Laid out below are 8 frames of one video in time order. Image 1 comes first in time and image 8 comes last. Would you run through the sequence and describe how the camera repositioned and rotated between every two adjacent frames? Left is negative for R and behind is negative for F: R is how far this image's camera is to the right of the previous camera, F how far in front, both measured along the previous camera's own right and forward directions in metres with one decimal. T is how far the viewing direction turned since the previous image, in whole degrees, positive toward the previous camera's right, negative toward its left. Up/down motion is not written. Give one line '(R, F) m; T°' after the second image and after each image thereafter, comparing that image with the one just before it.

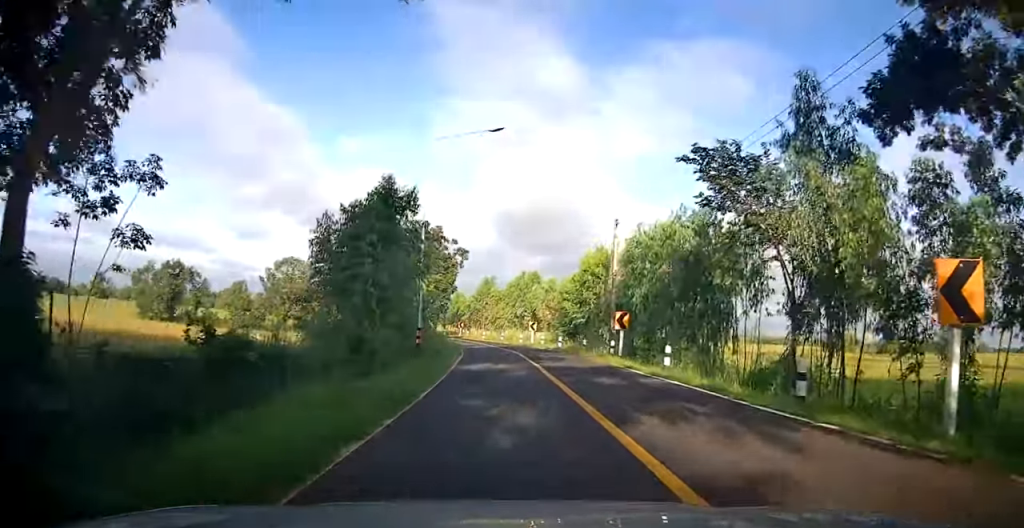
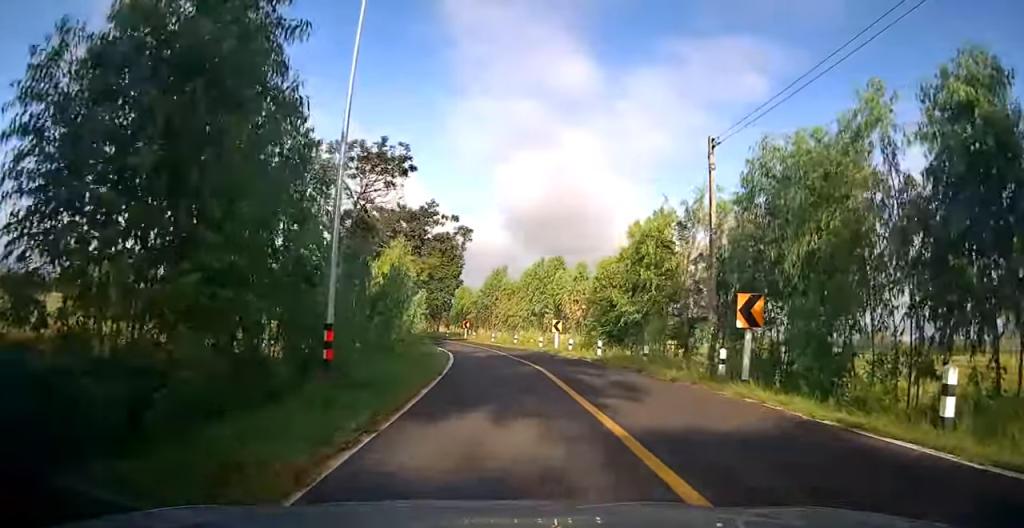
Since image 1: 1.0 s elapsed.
(-0.2, +12.3) m; -1°
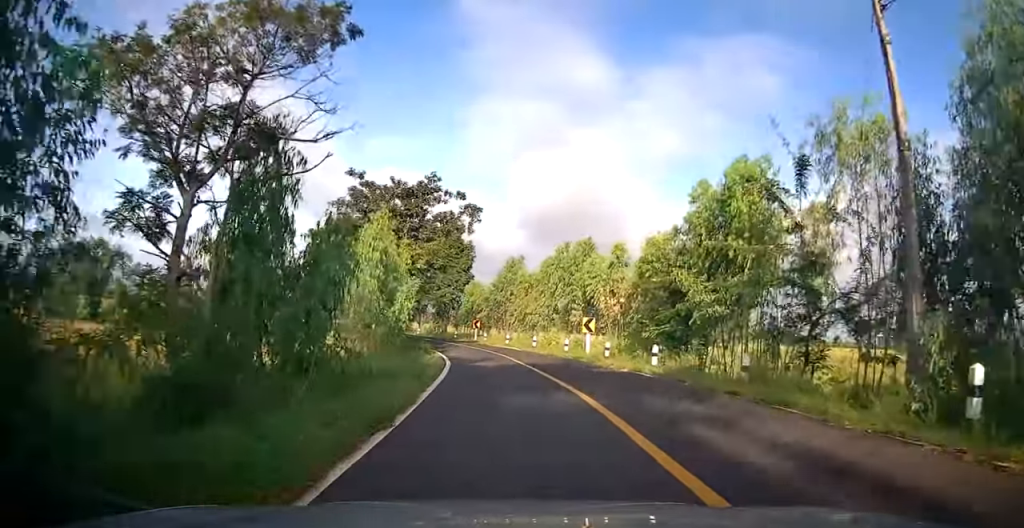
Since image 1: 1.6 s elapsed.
(0.0, +8.0) m; 0°
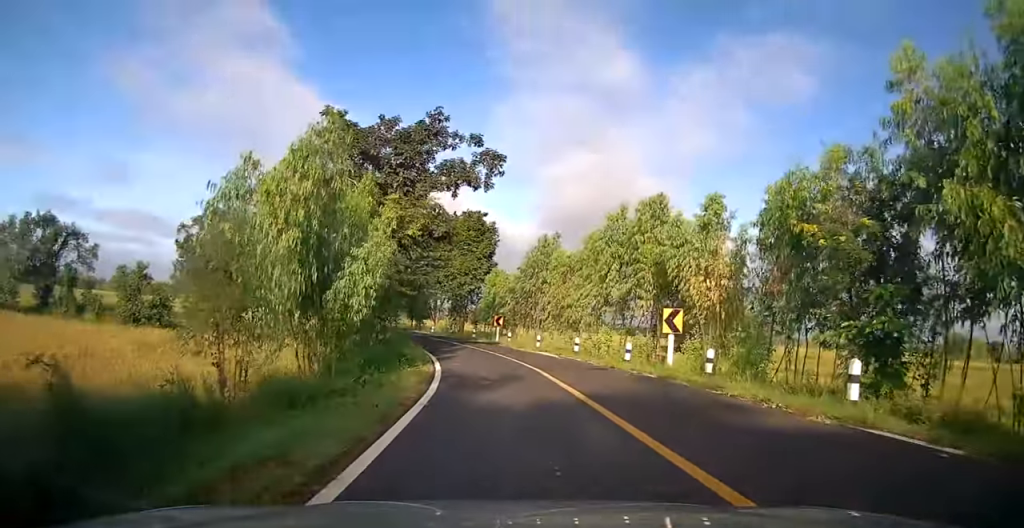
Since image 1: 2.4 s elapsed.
(0.0, +10.8) m; -2°
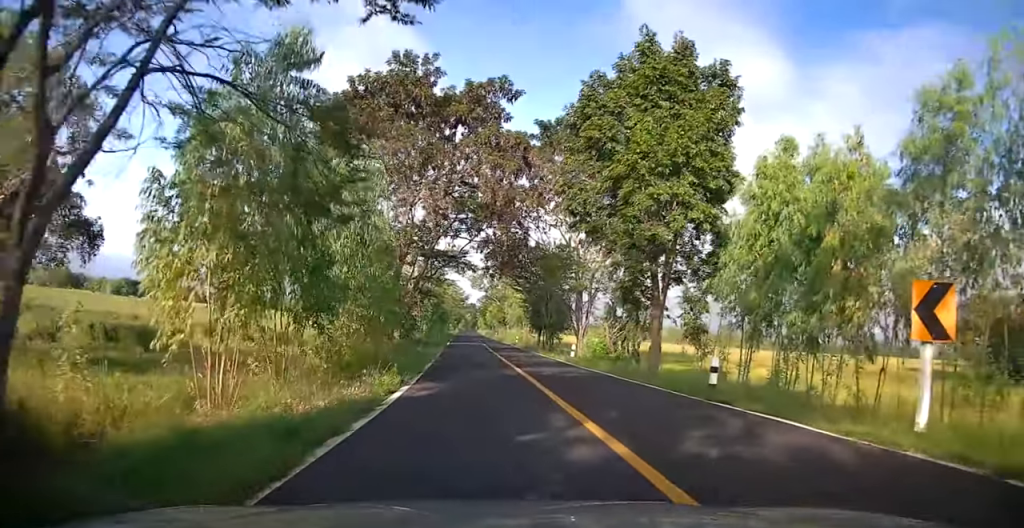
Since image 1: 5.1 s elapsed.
(-3.8, +35.2) m; -13°
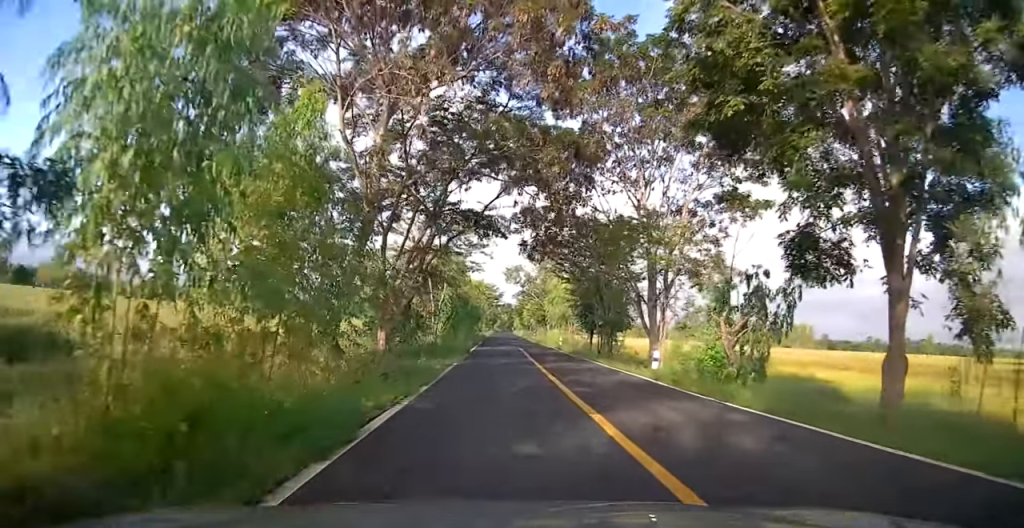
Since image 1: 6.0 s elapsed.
(-0.4, +10.4) m; -4°
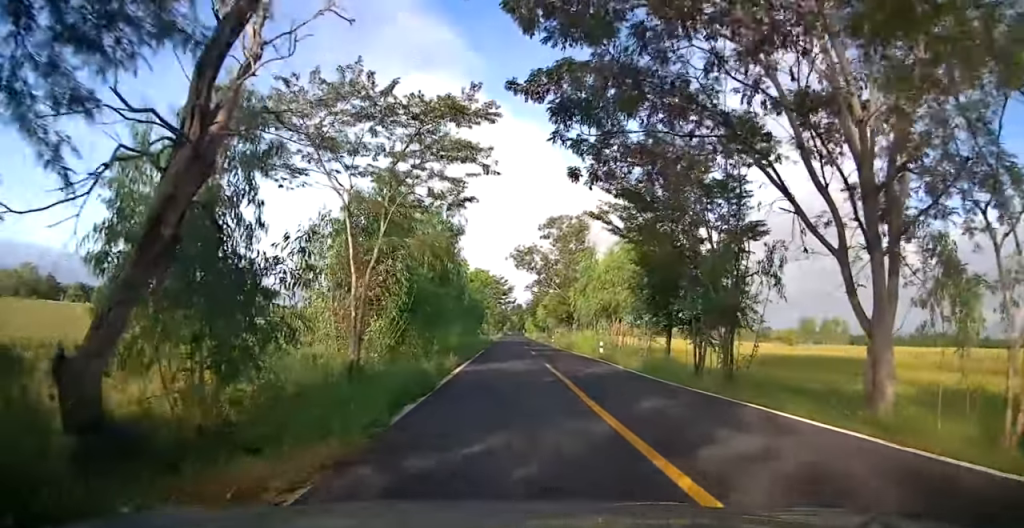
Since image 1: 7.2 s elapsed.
(-0.8, +16.5) m; -4°
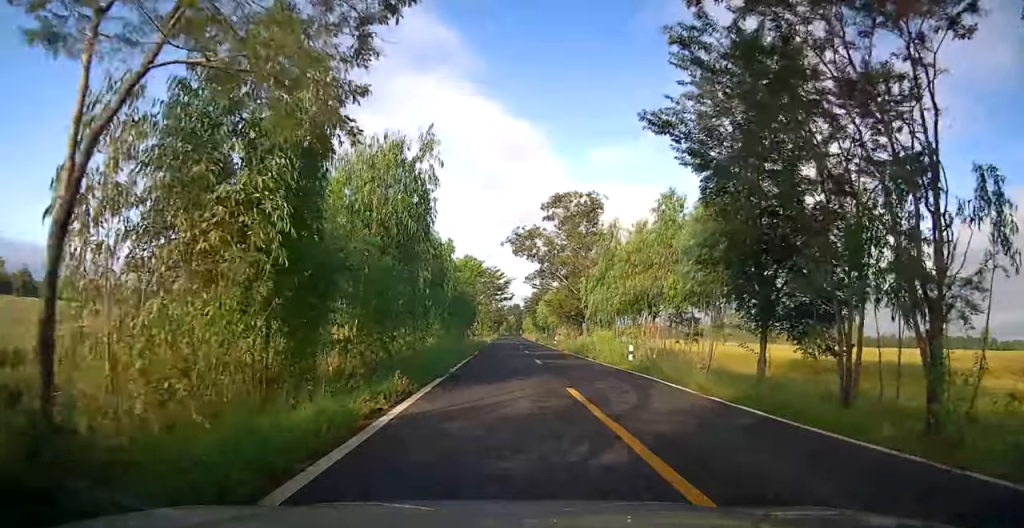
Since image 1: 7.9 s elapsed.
(-0.1, +8.8) m; -1°
